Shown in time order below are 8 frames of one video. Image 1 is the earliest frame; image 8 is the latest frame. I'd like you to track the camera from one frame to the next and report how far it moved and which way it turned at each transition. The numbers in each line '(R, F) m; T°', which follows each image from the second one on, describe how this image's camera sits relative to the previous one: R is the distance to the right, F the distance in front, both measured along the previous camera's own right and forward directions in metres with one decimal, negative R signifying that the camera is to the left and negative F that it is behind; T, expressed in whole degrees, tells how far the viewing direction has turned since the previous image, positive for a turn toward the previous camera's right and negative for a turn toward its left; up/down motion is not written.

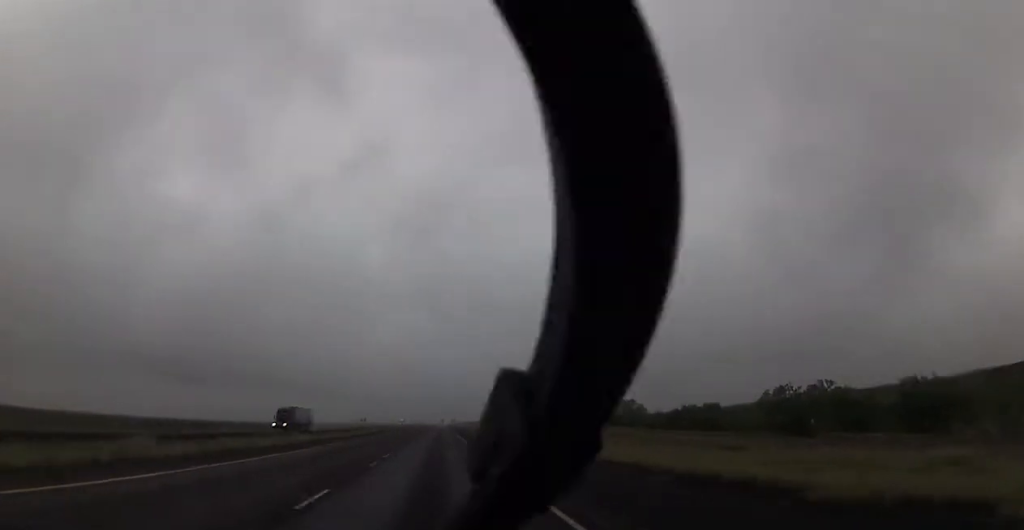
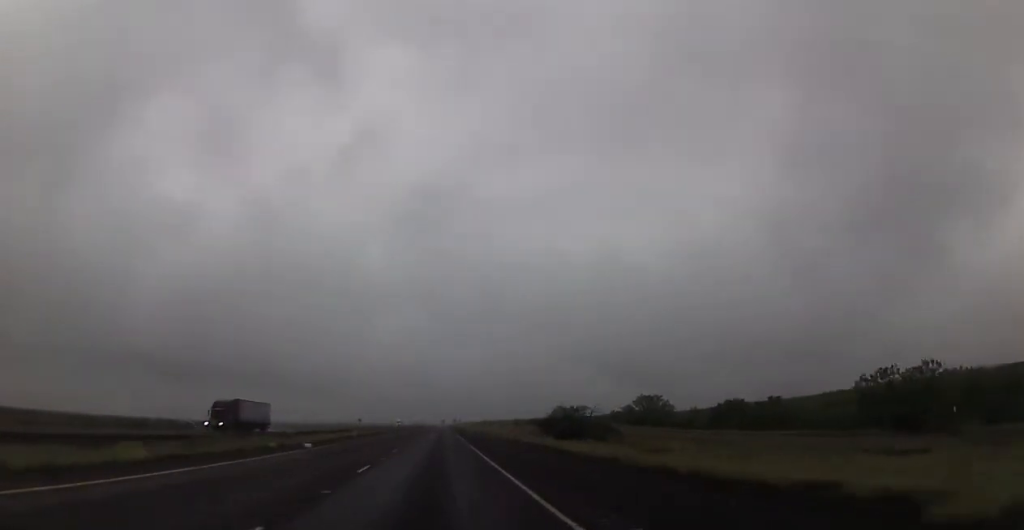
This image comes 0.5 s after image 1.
(-0.1, +17.0) m; 0°
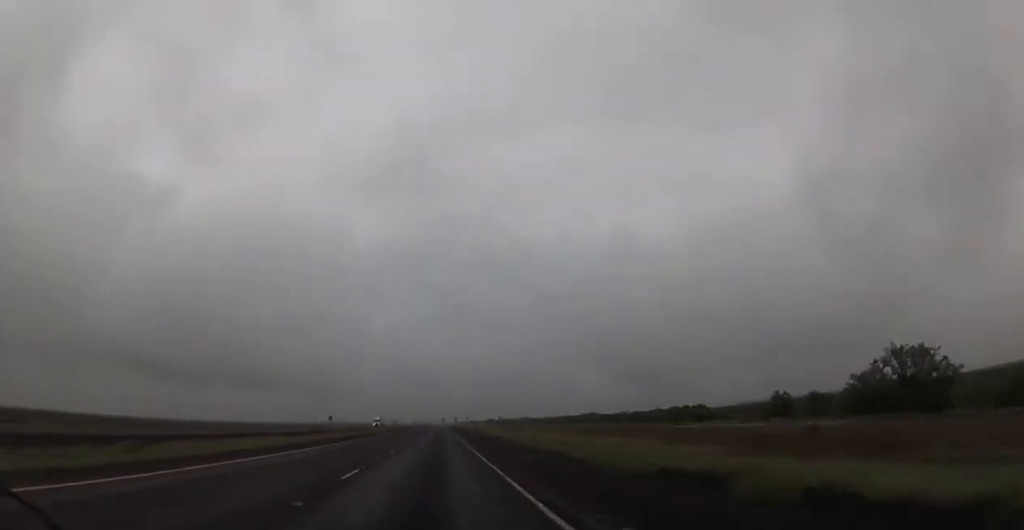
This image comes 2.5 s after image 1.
(-0.8, +75.2) m; -1°
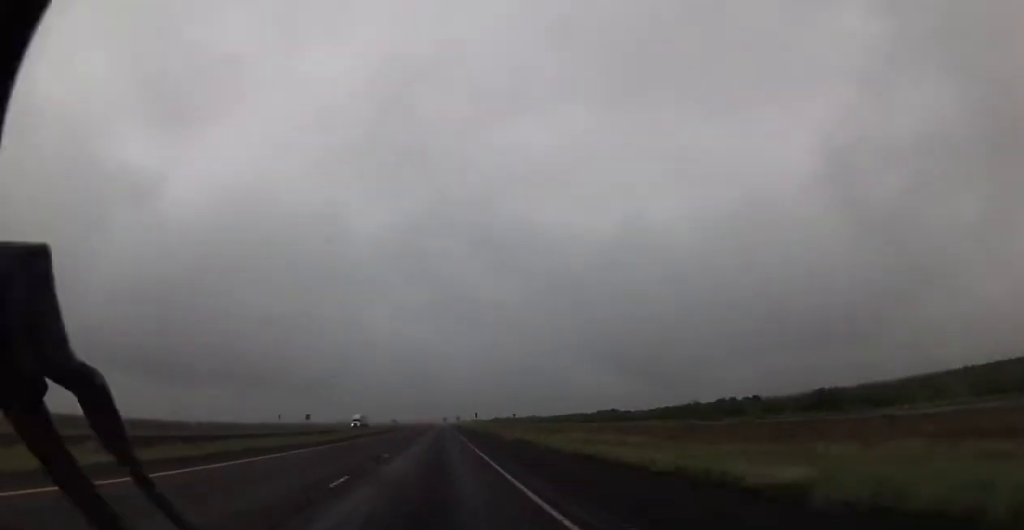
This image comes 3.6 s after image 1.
(0.0, +38.8) m; 0°
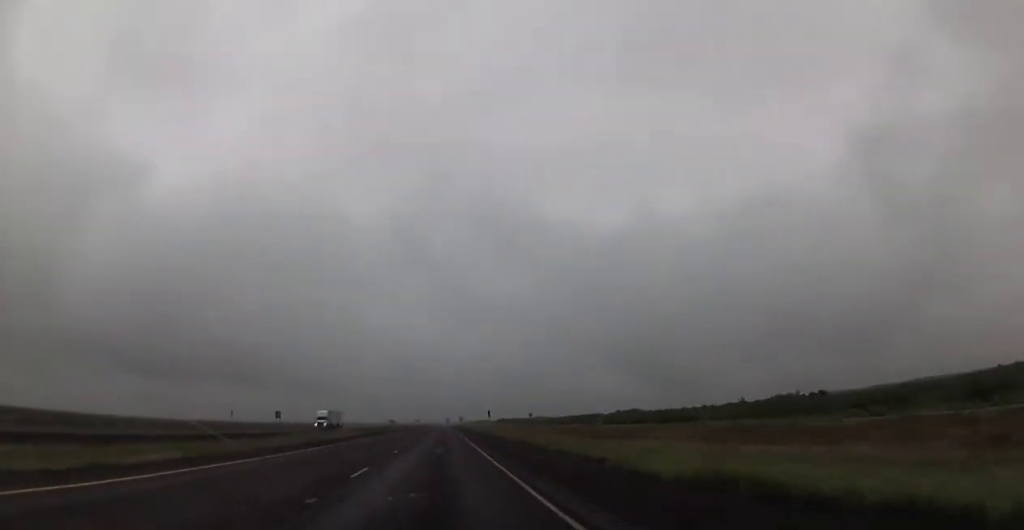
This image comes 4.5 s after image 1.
(+0.2, +34.1) m; 0°
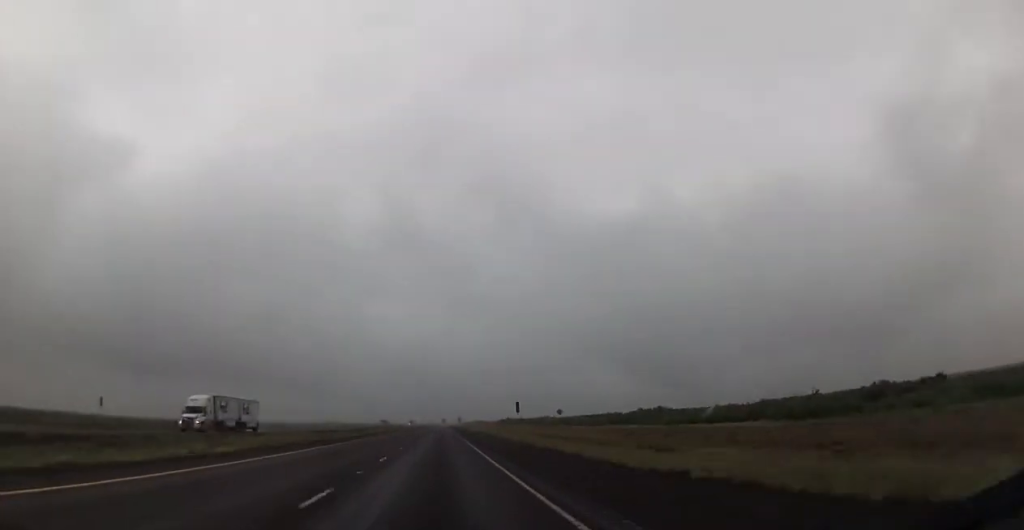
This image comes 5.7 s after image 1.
(-0.5, +42.5) m; -1°
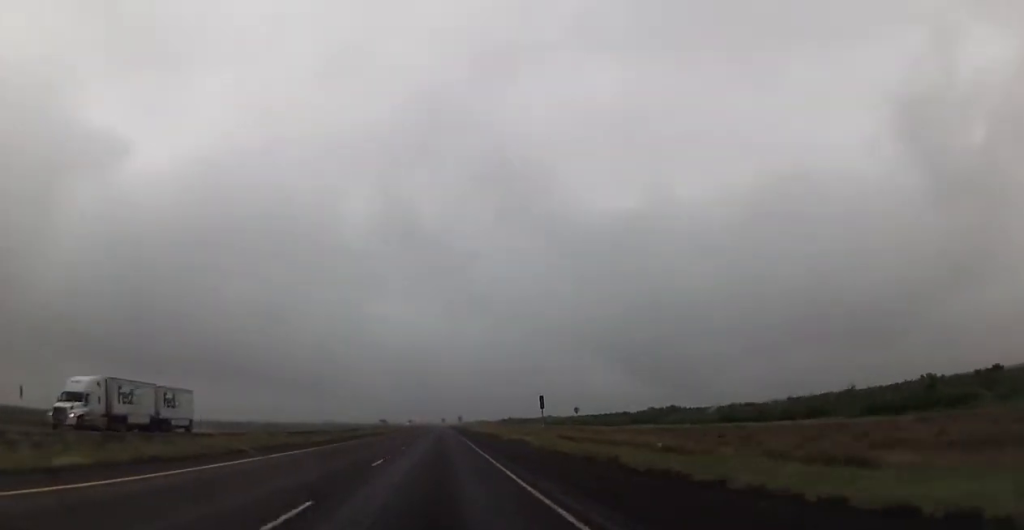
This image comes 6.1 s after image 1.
(-0.1, +14.6) m; 0°
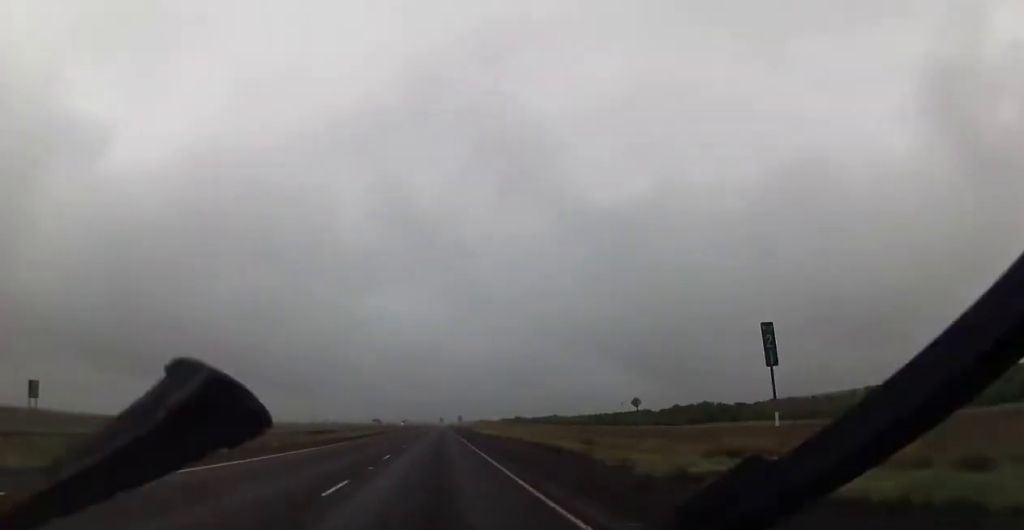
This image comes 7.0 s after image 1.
(+0.3, +32.7) m; +1°
